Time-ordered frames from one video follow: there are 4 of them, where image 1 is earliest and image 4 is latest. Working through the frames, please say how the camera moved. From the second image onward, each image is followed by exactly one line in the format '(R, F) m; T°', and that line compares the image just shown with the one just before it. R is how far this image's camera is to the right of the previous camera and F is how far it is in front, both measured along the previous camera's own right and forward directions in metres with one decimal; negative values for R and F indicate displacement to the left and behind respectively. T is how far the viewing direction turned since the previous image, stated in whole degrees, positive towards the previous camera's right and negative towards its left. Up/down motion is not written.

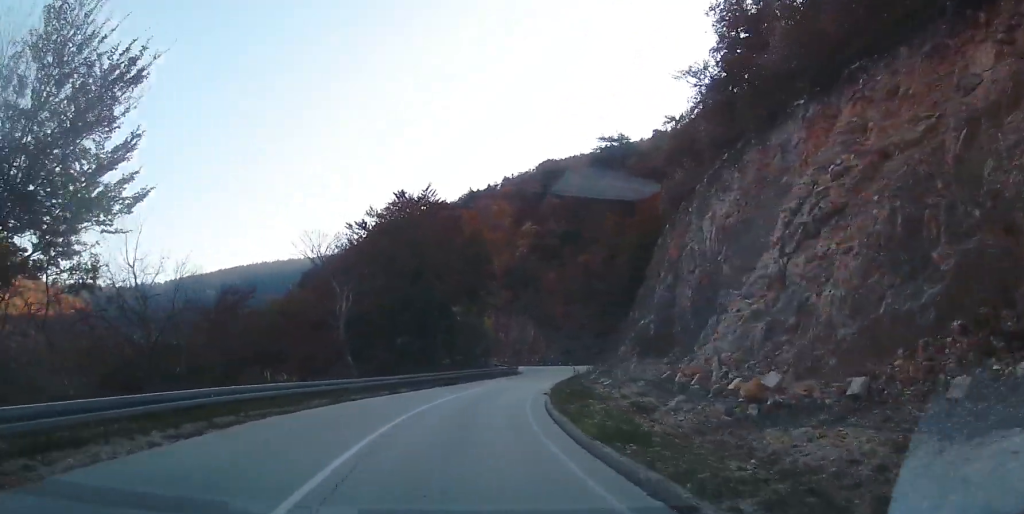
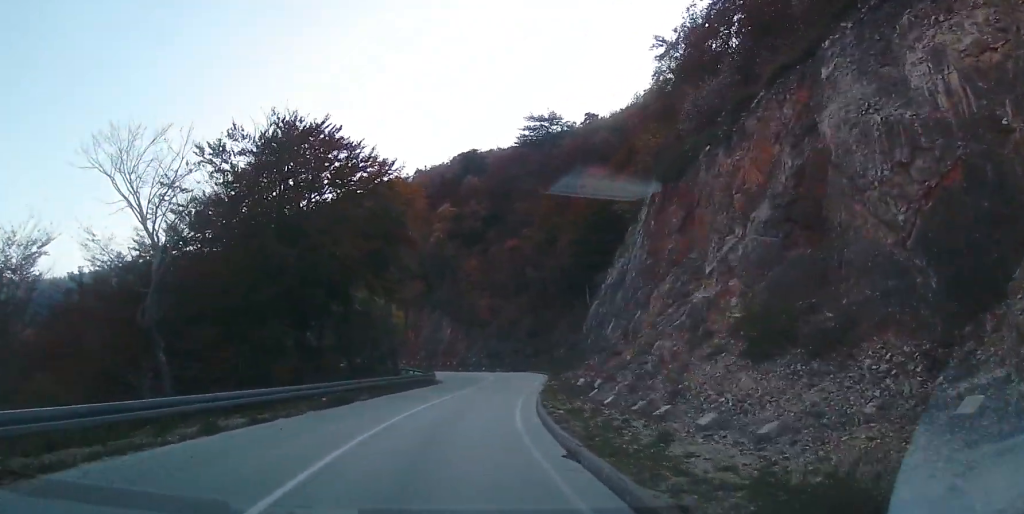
(+1.2, +14.8) m; +9°
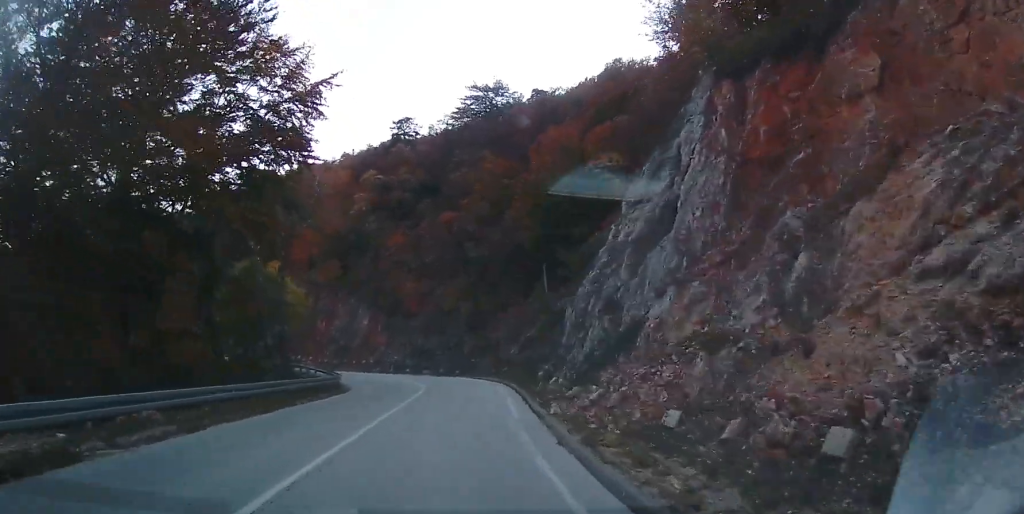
(+1.0, +14.6) m; +7°
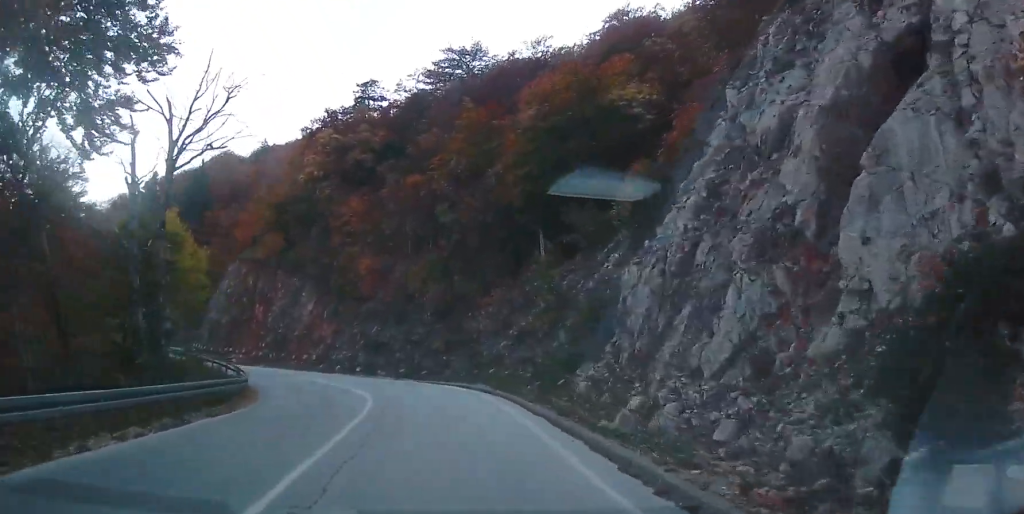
(+0.5, +12.7) m; +2°
